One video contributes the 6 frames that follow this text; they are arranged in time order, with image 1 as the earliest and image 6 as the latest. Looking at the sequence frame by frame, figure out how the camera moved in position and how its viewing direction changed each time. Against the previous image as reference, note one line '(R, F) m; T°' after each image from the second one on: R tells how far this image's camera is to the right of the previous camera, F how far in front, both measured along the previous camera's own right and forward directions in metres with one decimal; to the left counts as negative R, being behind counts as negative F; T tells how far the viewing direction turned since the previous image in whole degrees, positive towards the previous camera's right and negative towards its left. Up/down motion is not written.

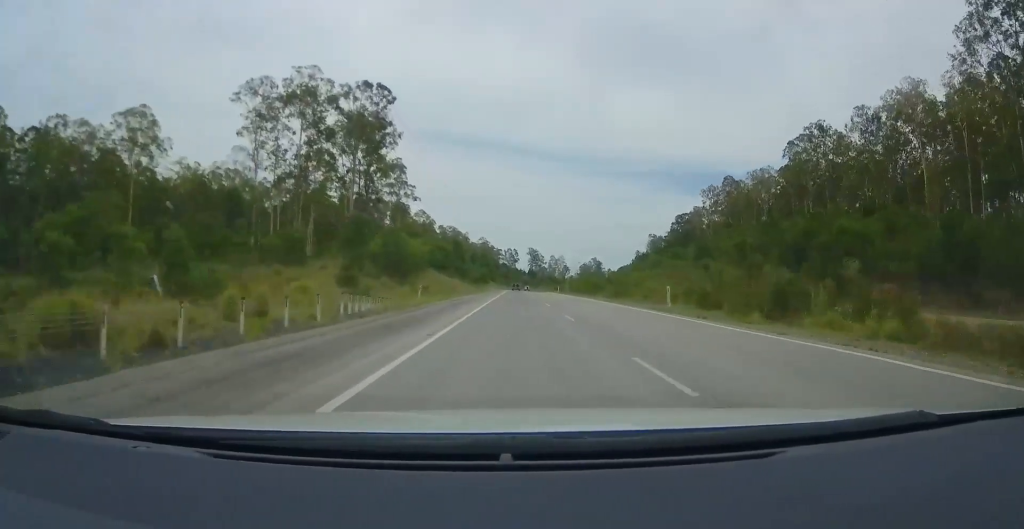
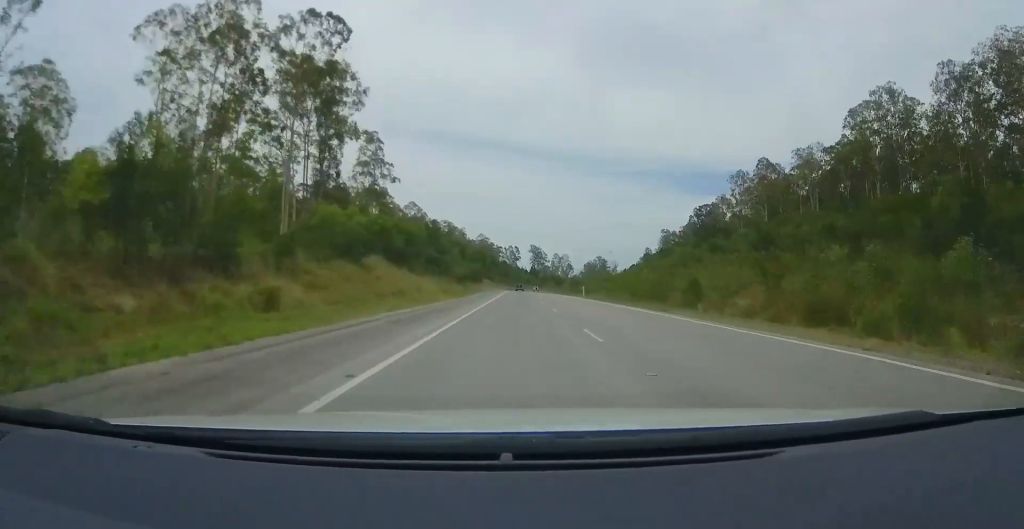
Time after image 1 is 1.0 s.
(0.0, +30.5) m; 0°
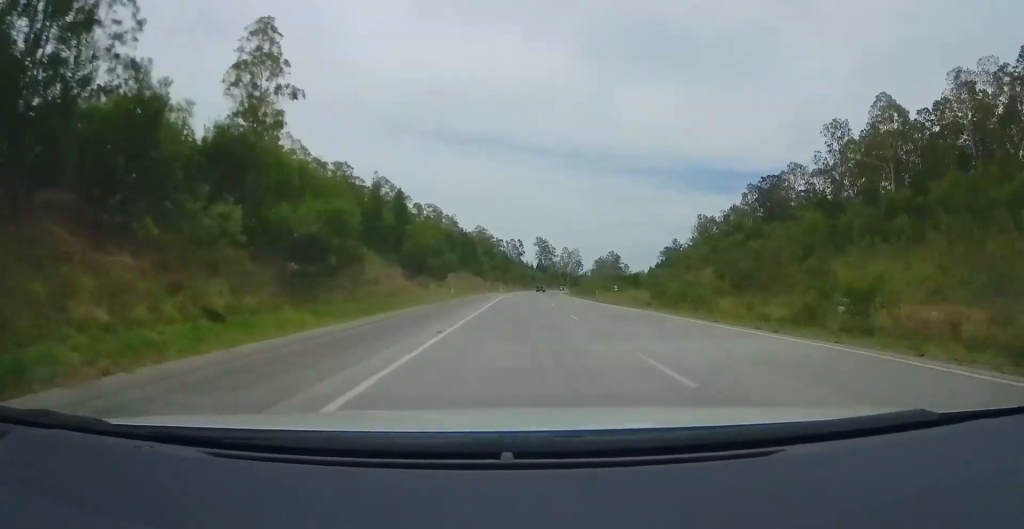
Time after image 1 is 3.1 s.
(-1.0, +64.6) m; -1°
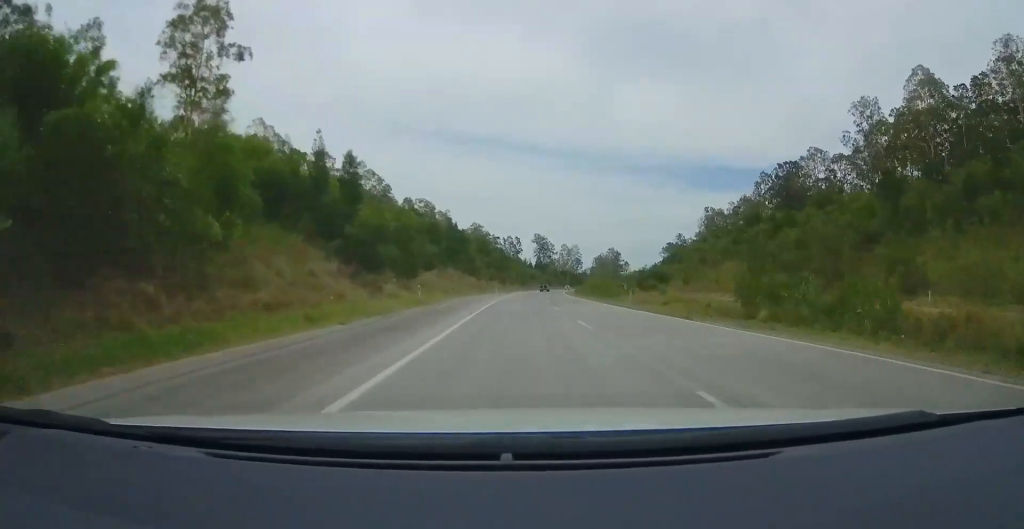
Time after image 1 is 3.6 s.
(+0.2, +15.8) m; 0°
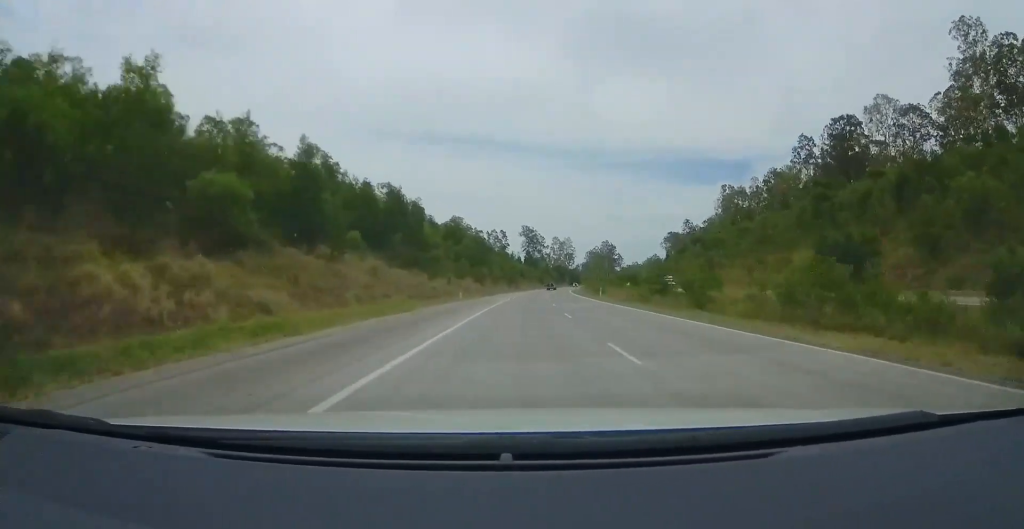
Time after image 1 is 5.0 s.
(-0.8, +42.6) m; 0°
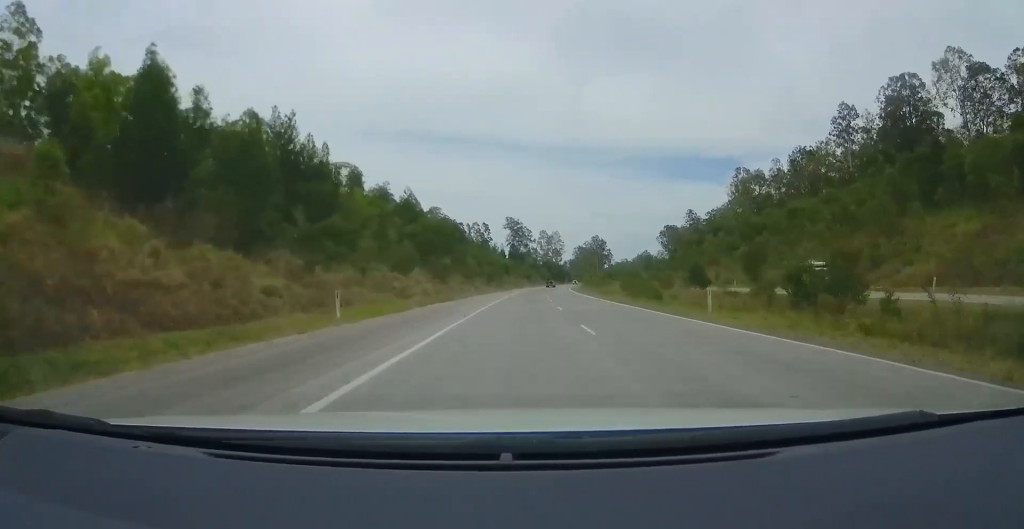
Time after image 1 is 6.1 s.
(+0.8, +31.6) m; +2°
